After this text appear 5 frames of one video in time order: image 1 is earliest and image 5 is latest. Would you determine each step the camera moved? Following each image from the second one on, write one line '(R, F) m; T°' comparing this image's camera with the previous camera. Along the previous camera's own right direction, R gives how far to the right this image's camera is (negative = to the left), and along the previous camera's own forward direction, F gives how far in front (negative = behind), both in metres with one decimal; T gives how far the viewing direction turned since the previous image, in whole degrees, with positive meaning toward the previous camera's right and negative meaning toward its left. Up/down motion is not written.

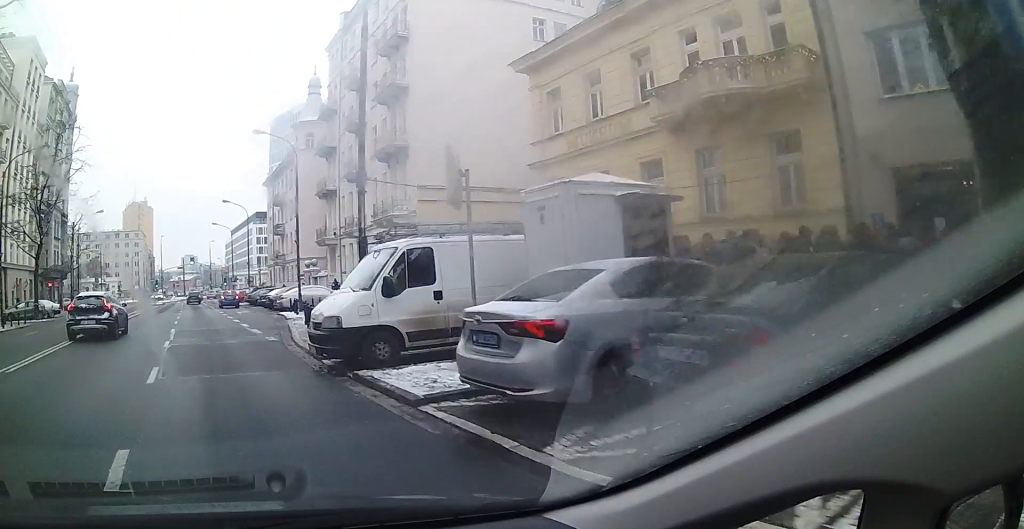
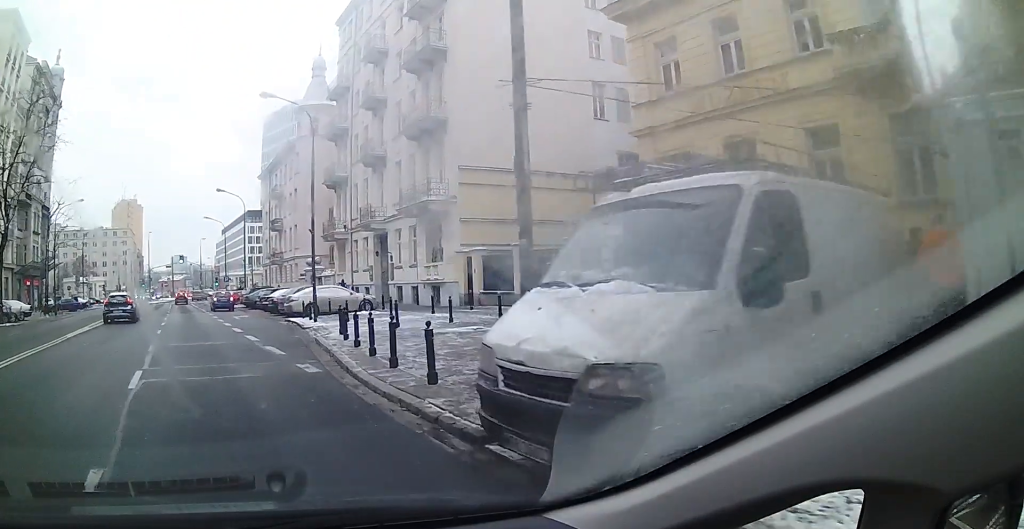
(-0.5, +5.8) m; -4°
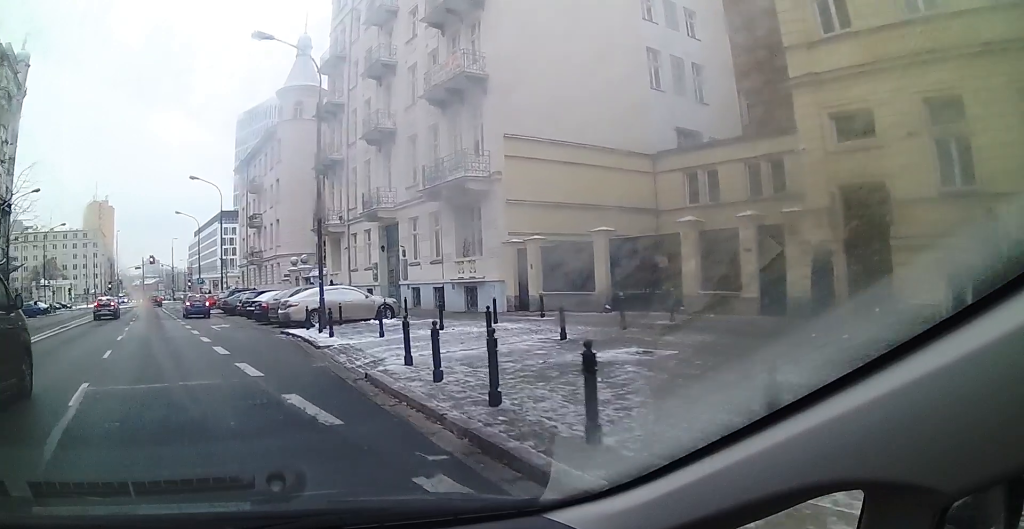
(+0.5, +6.5) m; +1°
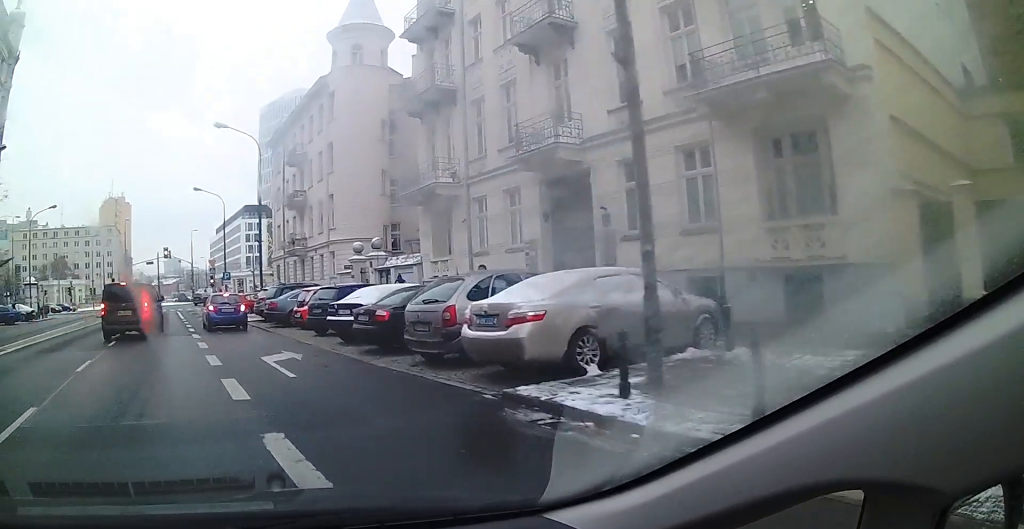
(-0.6, +13.4) m; +2°
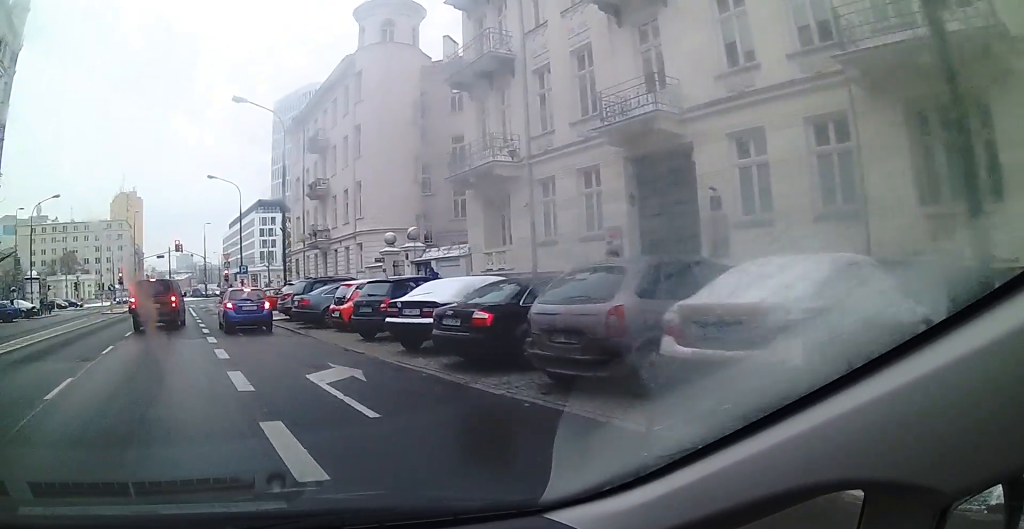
(0.0, +3.2) m; 0°
